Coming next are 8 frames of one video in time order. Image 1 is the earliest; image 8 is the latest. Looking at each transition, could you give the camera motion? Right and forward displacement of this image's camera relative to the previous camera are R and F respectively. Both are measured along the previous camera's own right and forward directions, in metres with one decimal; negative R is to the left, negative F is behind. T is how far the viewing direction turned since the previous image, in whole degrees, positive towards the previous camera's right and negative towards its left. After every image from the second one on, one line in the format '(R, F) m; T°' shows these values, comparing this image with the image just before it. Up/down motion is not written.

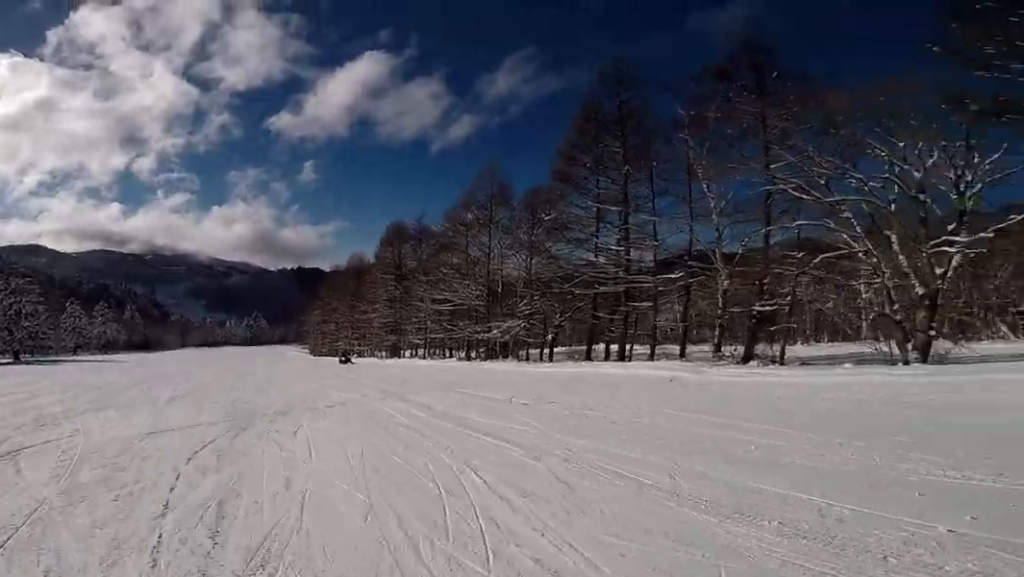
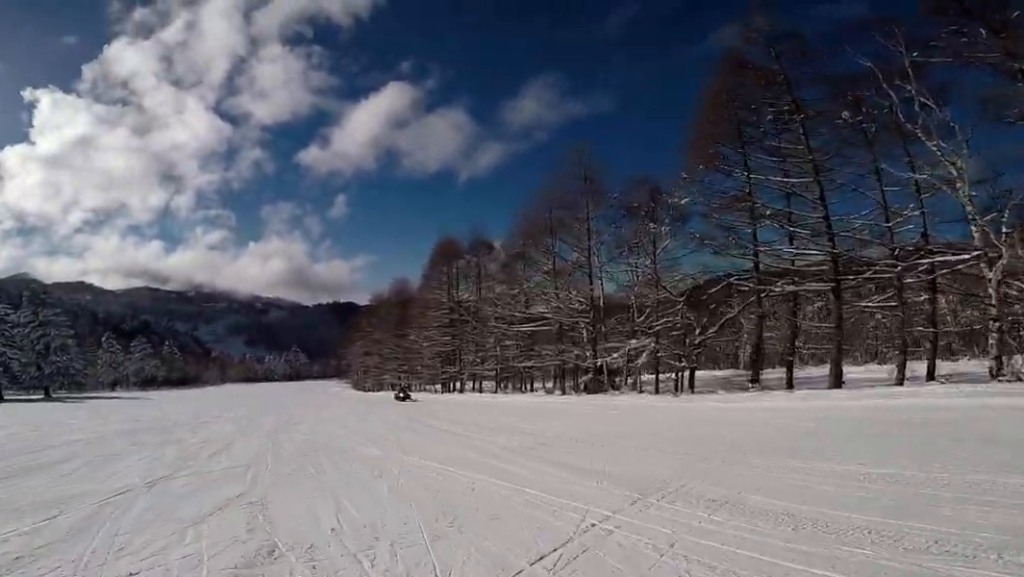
(0.0, +9.3) m; 0°
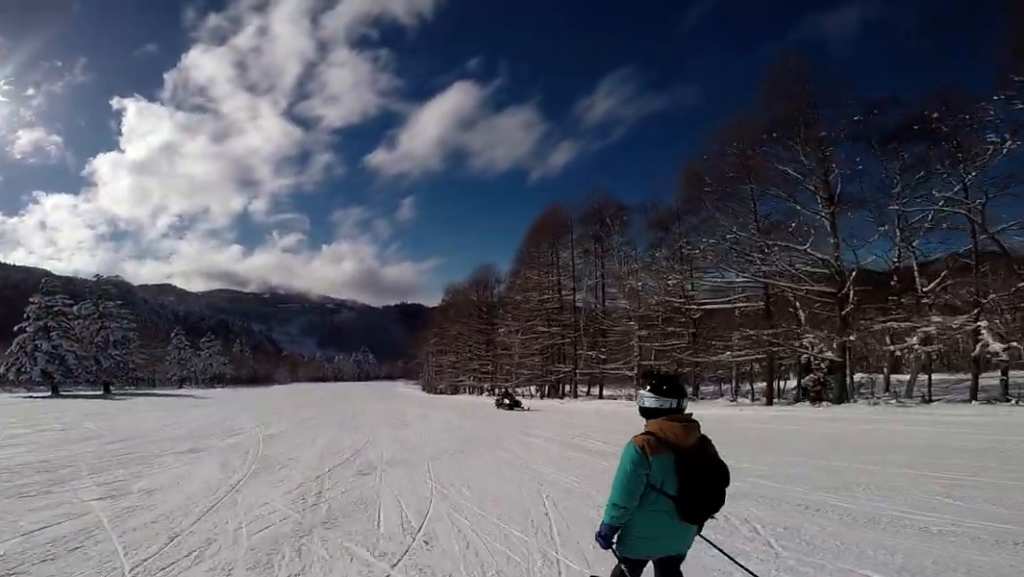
(0.0, +11.3) m; 0°
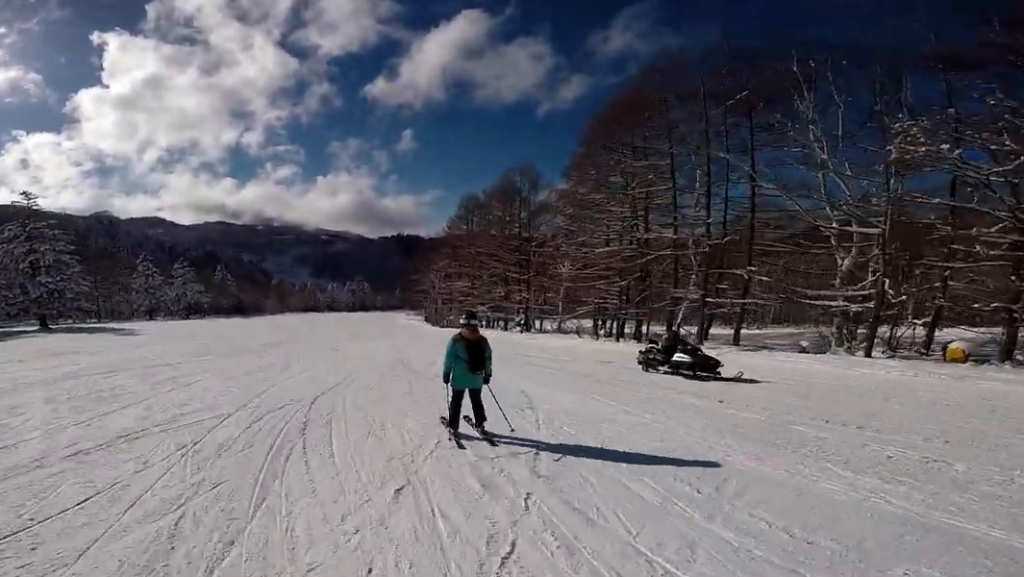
(0.0, +16.7) m; 0°
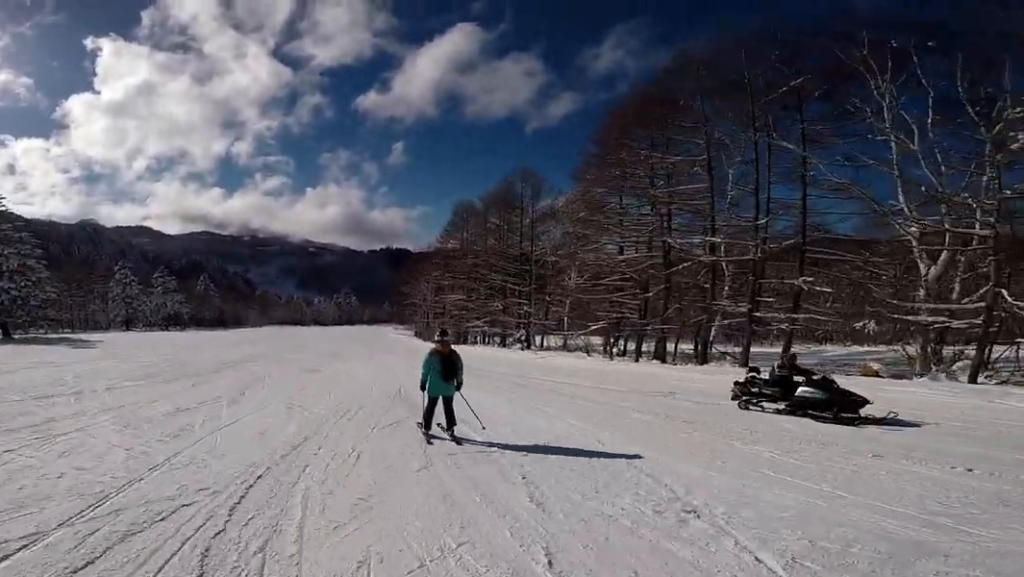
(0.0, +4.3) m; 0°
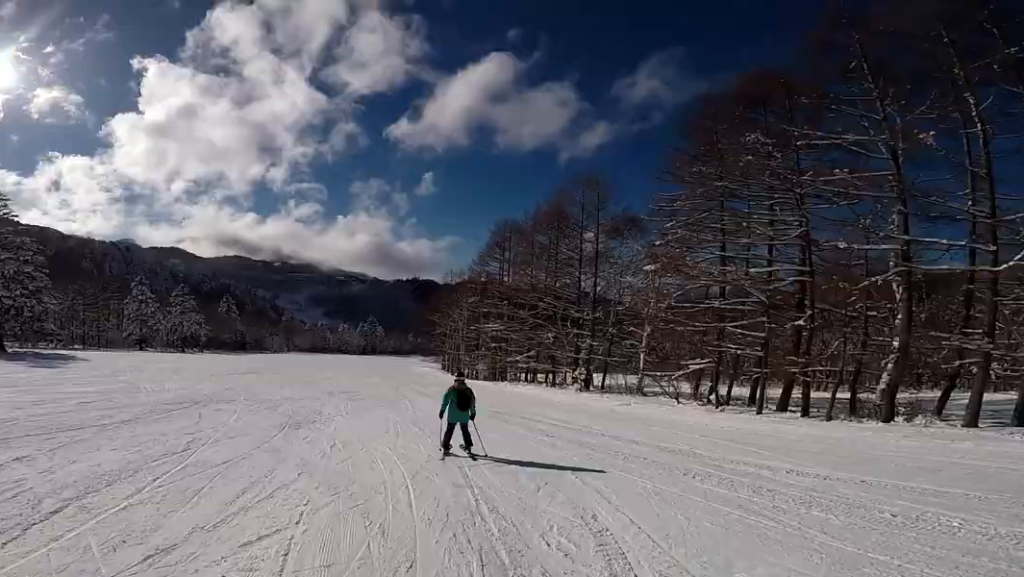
(0.0, +8.2) m; 0°
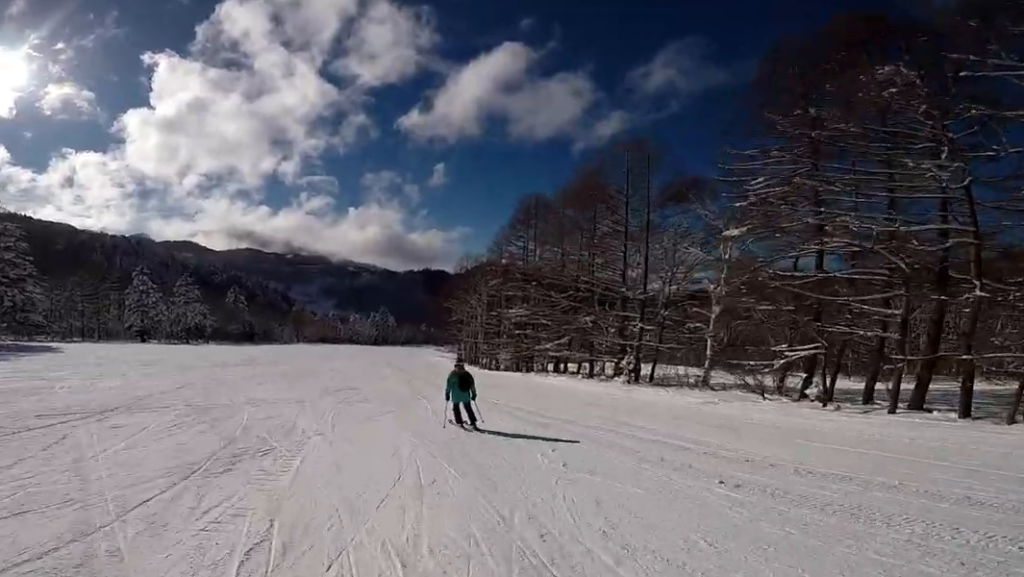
(0.0, +5.9) m; 0°
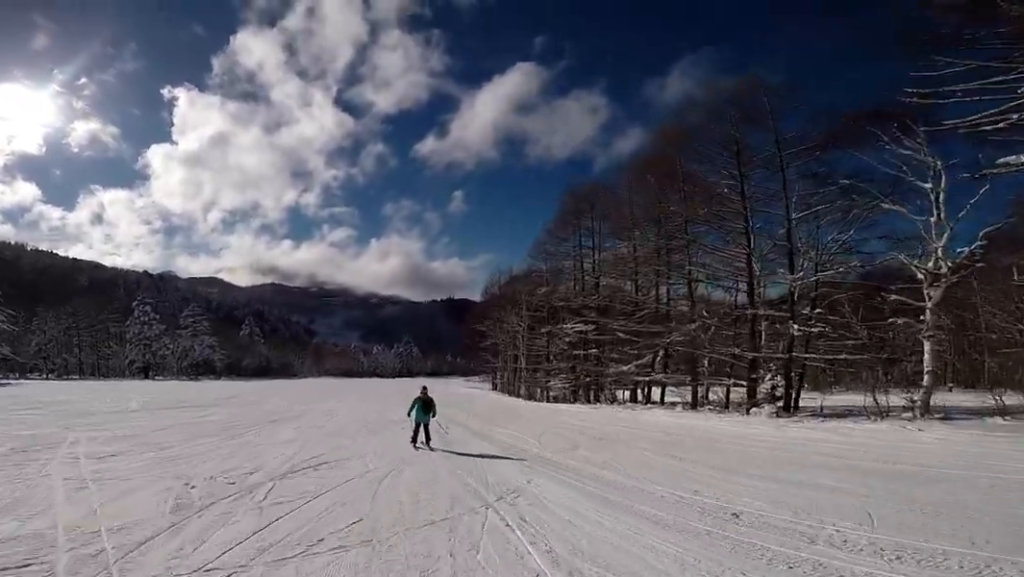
(0.0, +10.9) m; 0°
